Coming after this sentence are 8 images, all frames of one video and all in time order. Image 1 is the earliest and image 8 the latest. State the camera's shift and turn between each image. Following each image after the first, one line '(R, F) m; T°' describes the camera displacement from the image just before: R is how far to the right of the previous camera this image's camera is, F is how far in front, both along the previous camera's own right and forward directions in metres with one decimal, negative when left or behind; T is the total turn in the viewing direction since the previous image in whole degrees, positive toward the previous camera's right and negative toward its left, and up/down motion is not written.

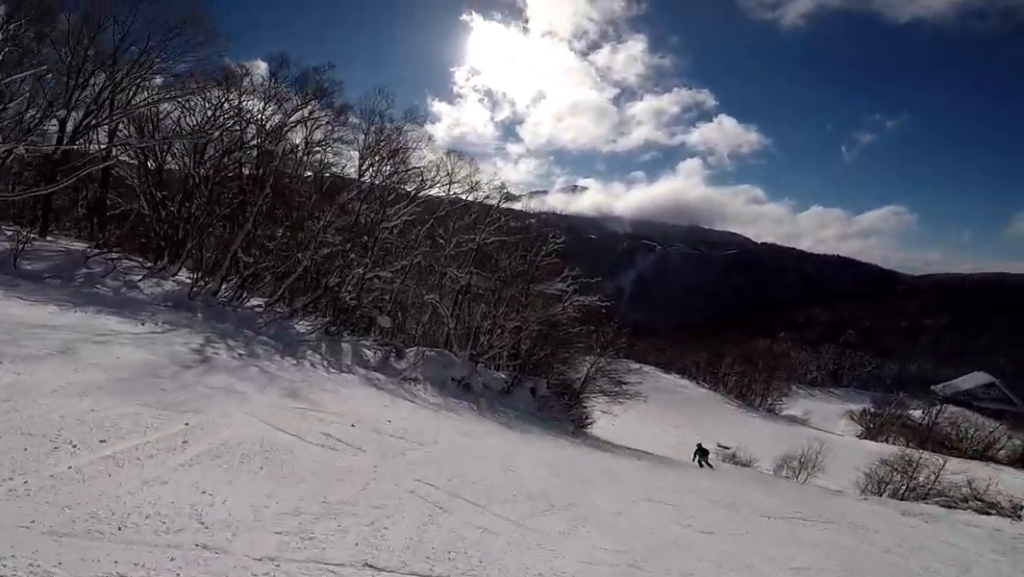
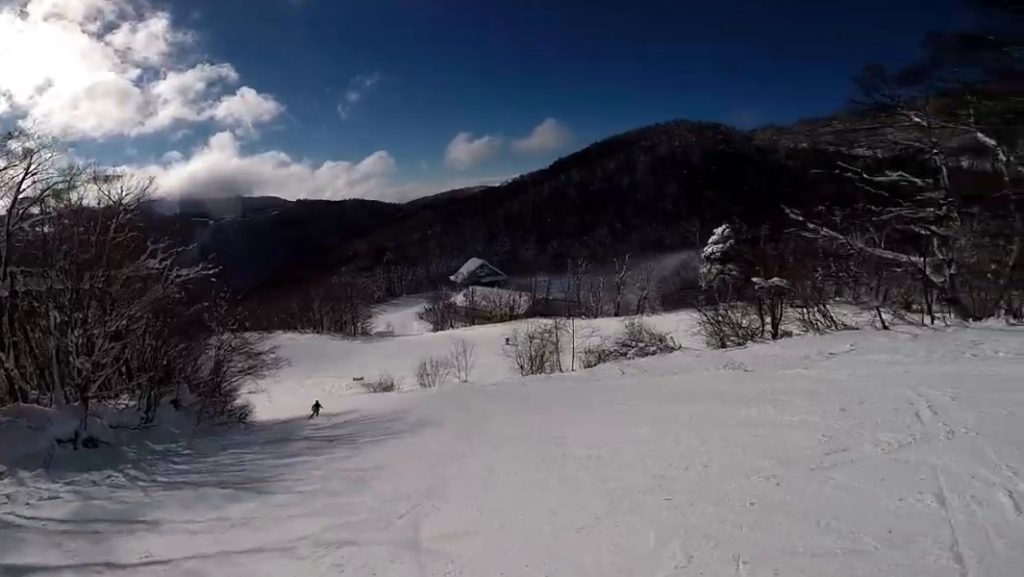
(-0.1, +7.9) m; +11°
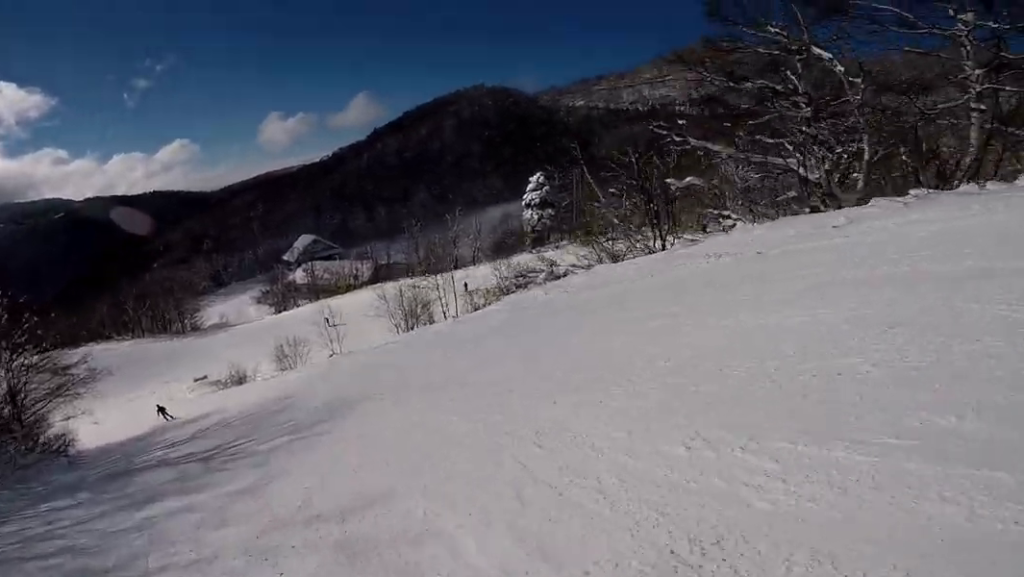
(+0.4, +4.2) m; +19°
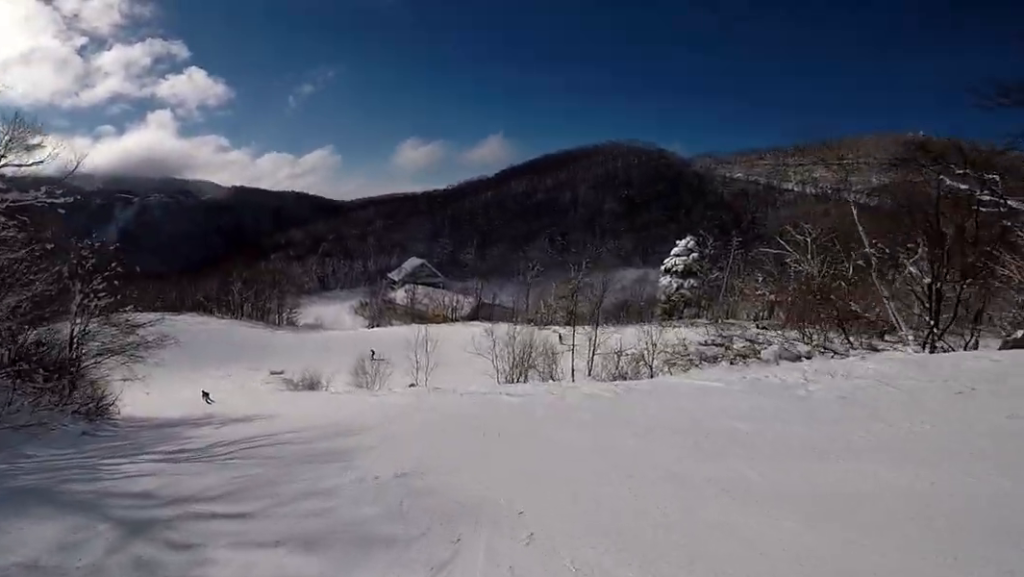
(+1.2, +5.1) m; +2°
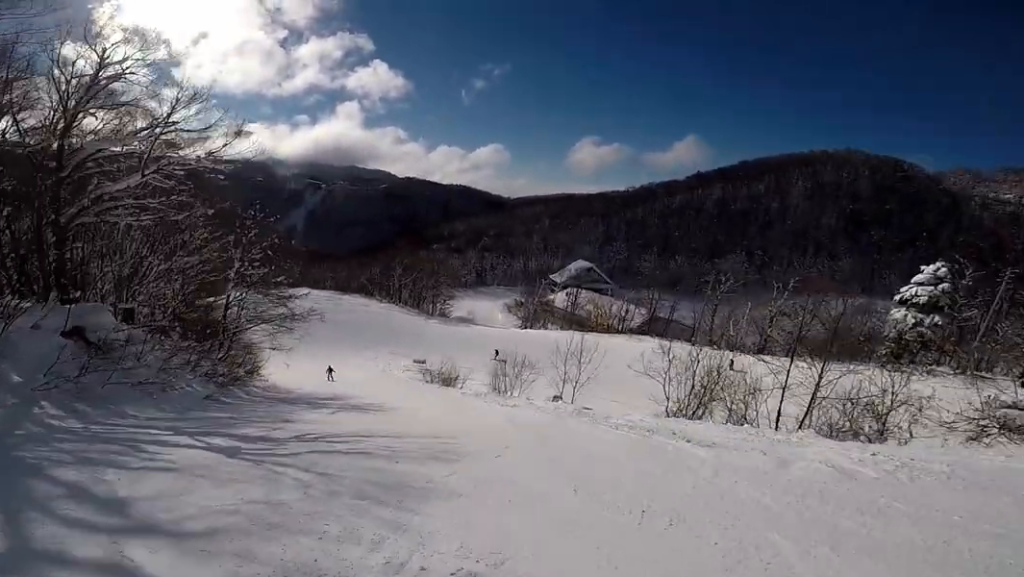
(+0.3, +2.7) m; -3°
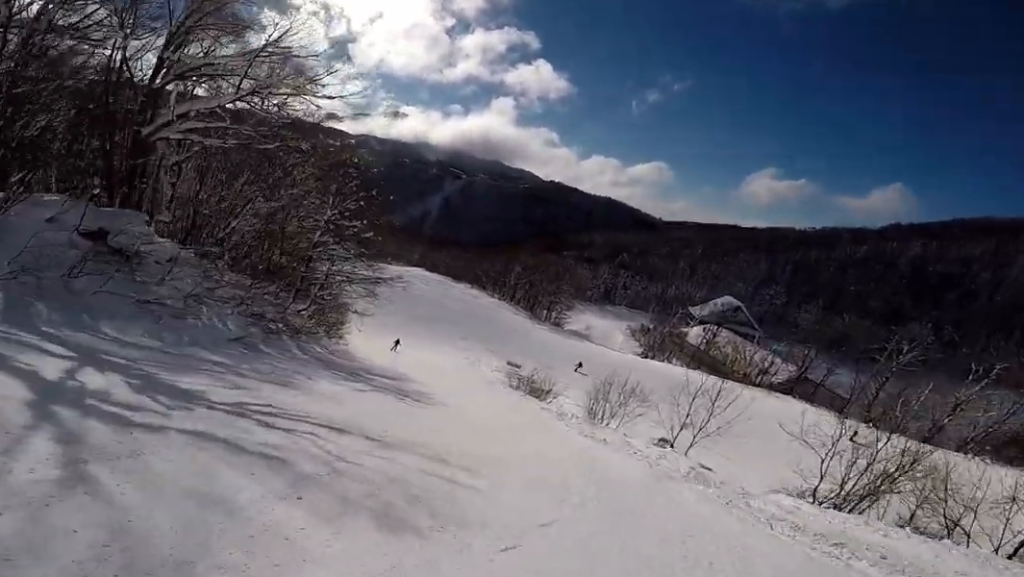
(-0.9, +4.1) m; -11°
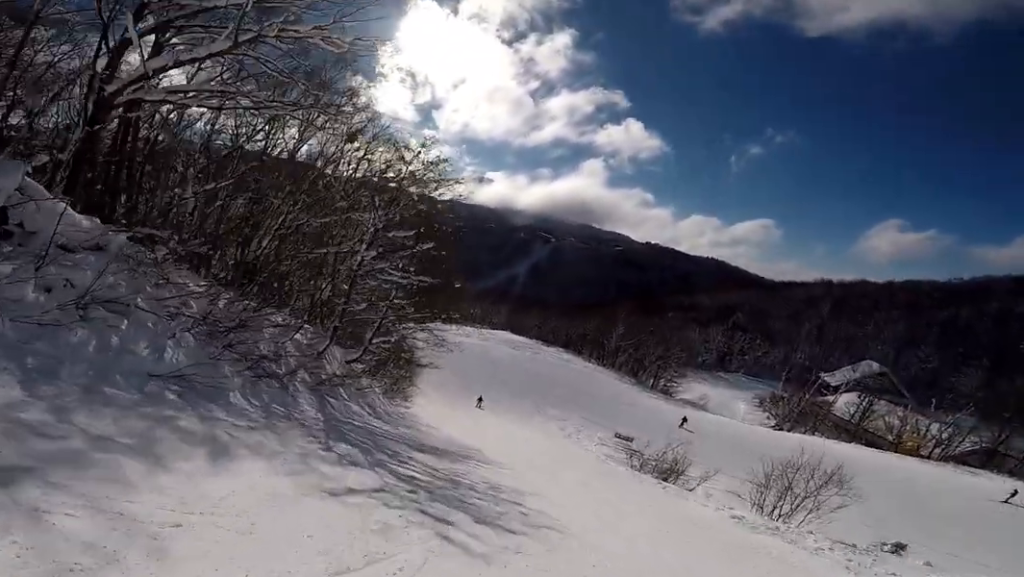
(-1.1, +7.9) m; -11°
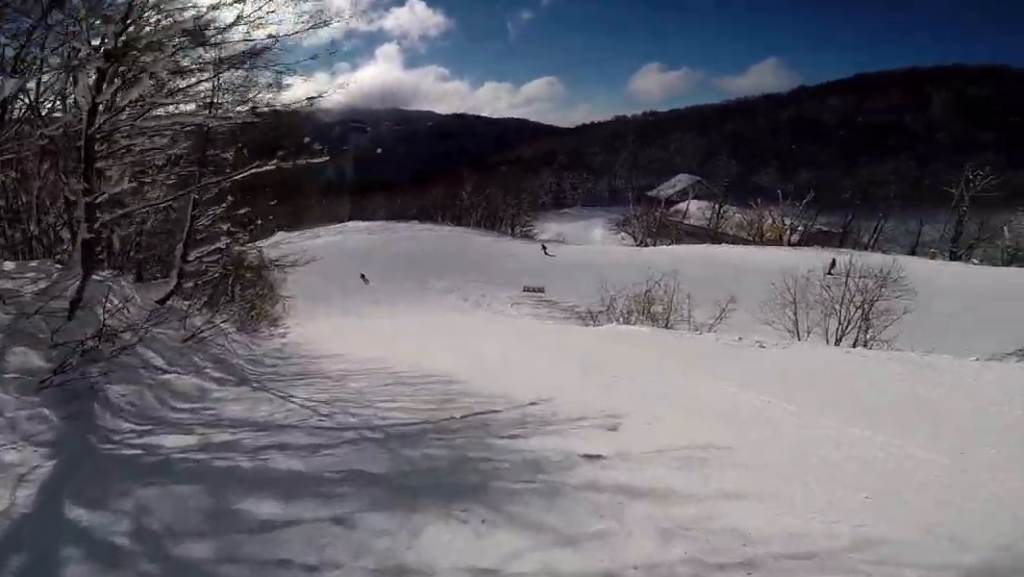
(-0.6, +9.0) m; -1°
